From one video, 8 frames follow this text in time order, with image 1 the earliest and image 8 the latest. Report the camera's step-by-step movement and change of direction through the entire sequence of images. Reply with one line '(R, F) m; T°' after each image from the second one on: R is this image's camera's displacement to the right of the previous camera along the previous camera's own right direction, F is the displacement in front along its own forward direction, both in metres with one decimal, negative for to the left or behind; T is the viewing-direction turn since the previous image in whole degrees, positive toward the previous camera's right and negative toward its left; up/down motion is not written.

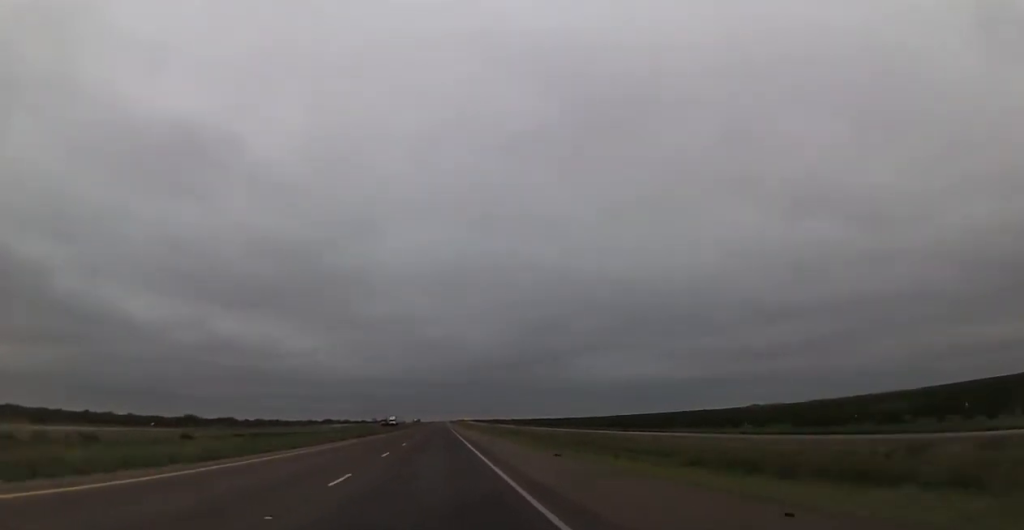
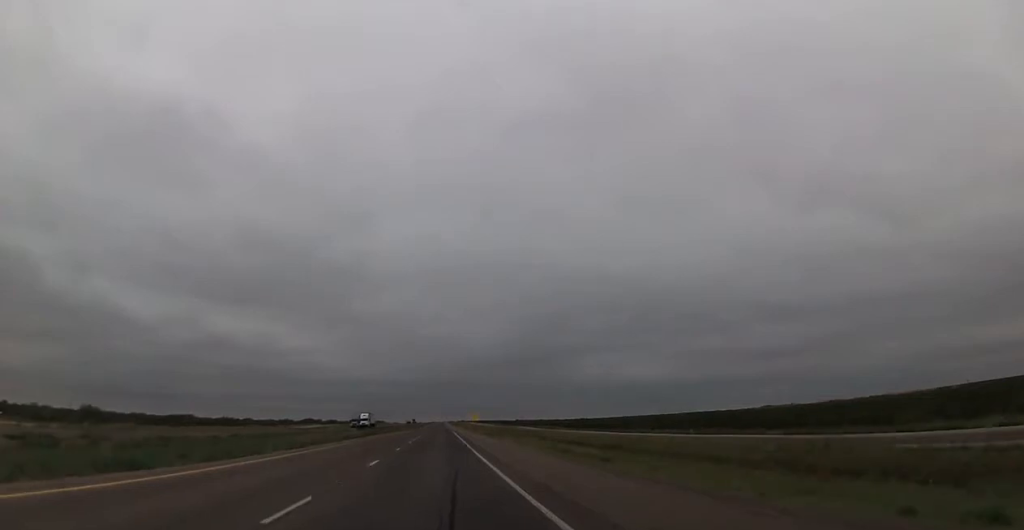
(-0.1, +53.7) m; +1°
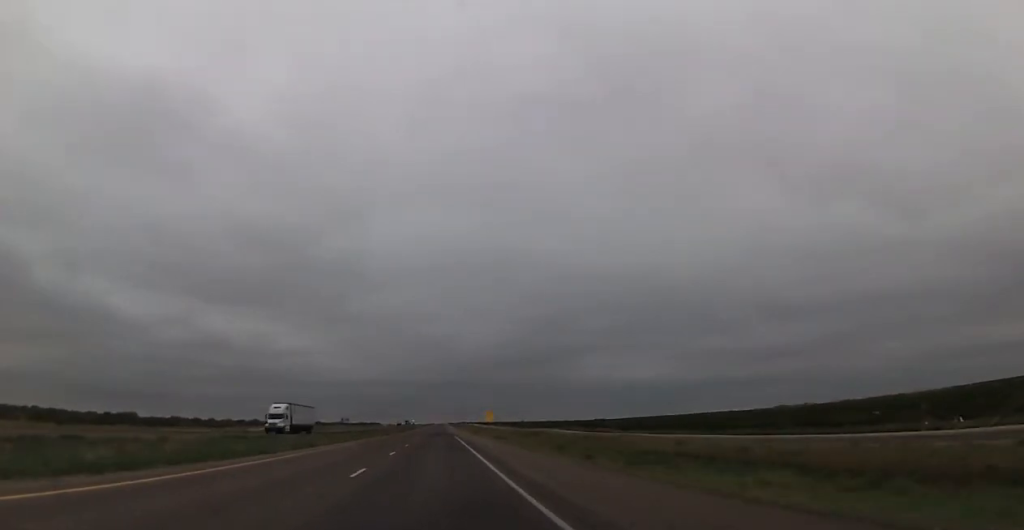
(0.0, +52.3) m; -1°
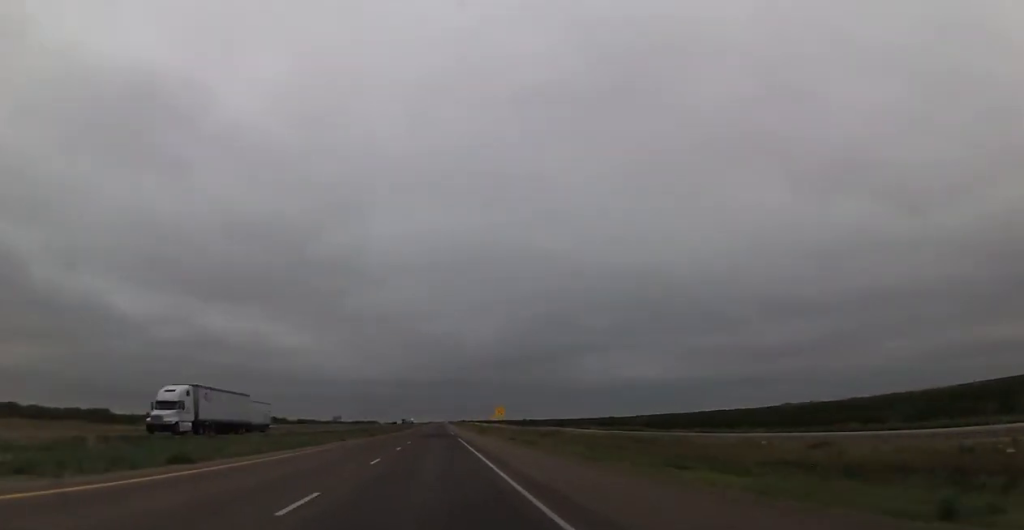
(-0.3, +19.4) m; 0°
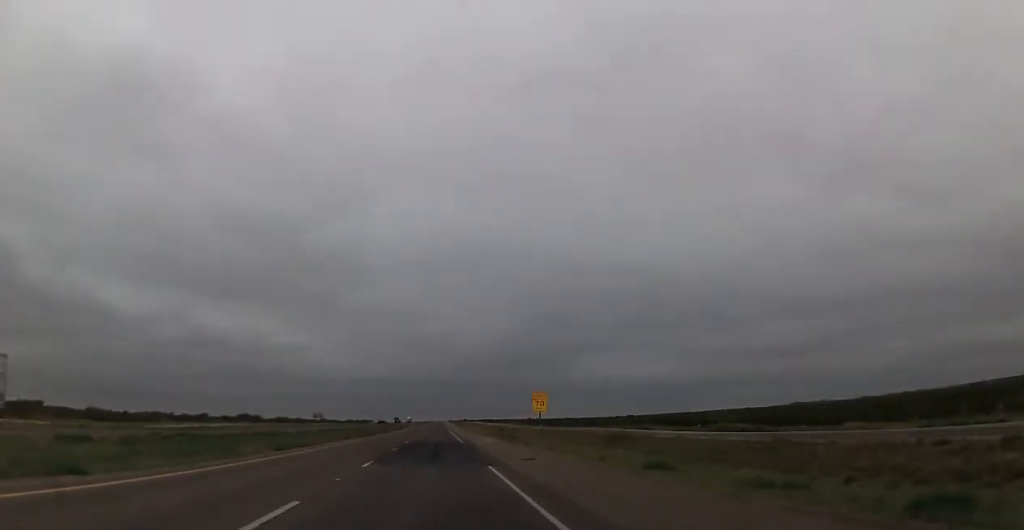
(+0.3, +37.7) m; +1°
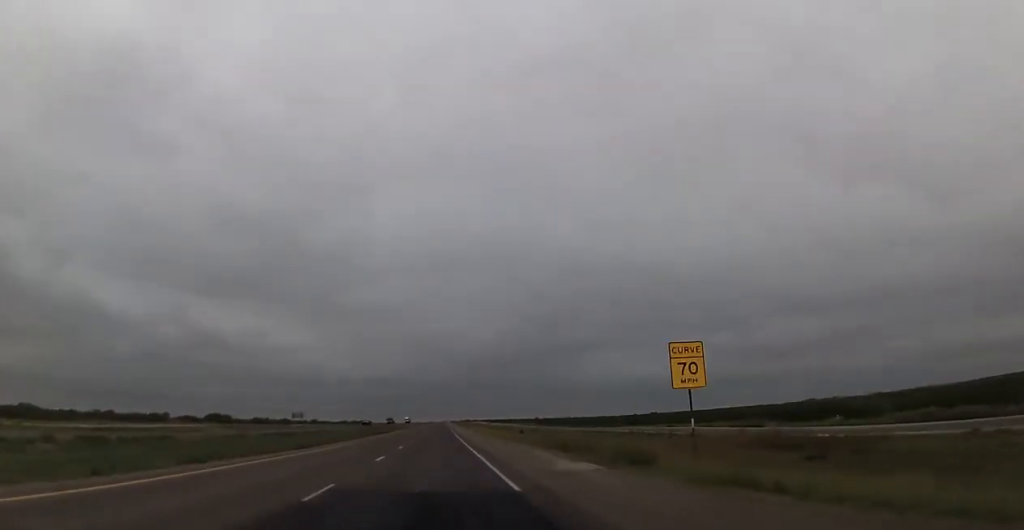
(+0.5, +32.8) m; 0°
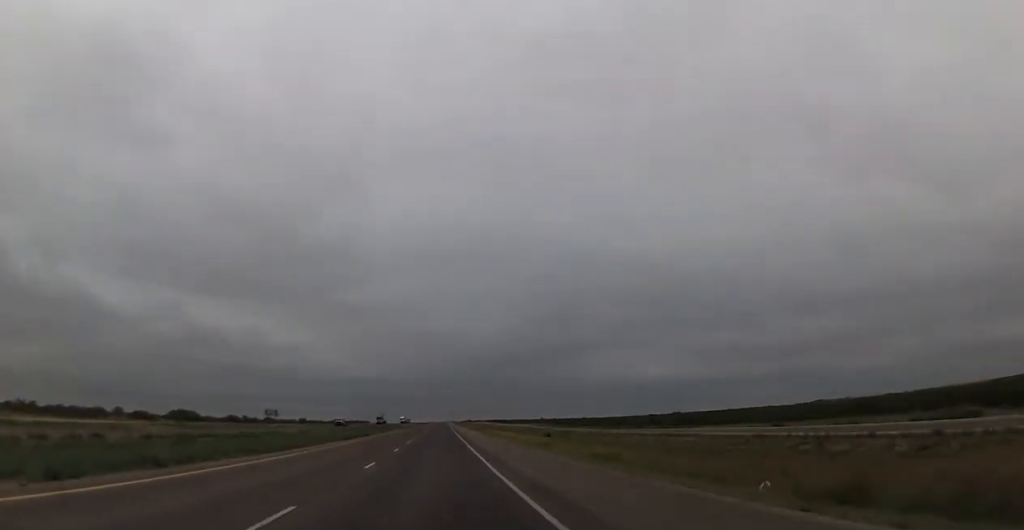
(-0.5, +27.9) m; -1°
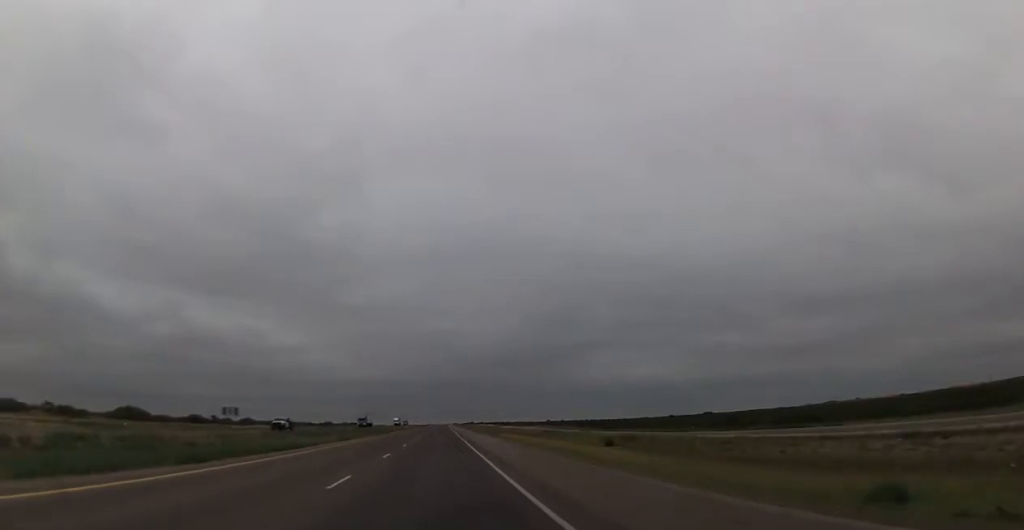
(0.0, +30.4) m; 0°
